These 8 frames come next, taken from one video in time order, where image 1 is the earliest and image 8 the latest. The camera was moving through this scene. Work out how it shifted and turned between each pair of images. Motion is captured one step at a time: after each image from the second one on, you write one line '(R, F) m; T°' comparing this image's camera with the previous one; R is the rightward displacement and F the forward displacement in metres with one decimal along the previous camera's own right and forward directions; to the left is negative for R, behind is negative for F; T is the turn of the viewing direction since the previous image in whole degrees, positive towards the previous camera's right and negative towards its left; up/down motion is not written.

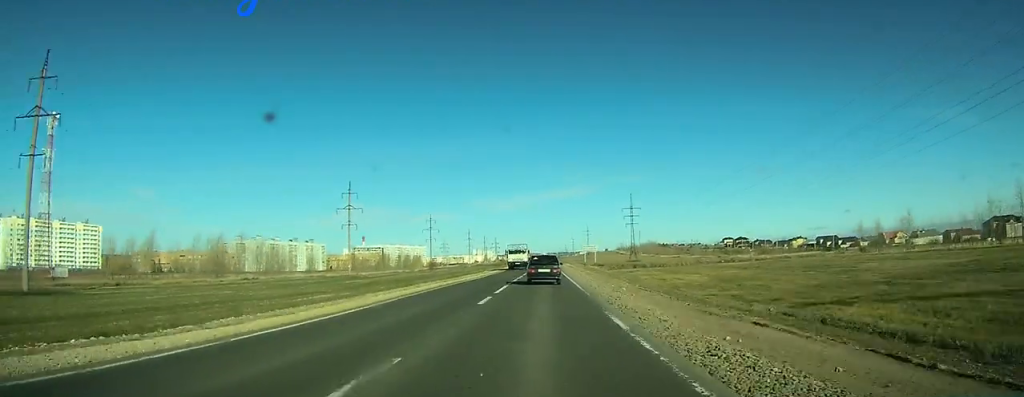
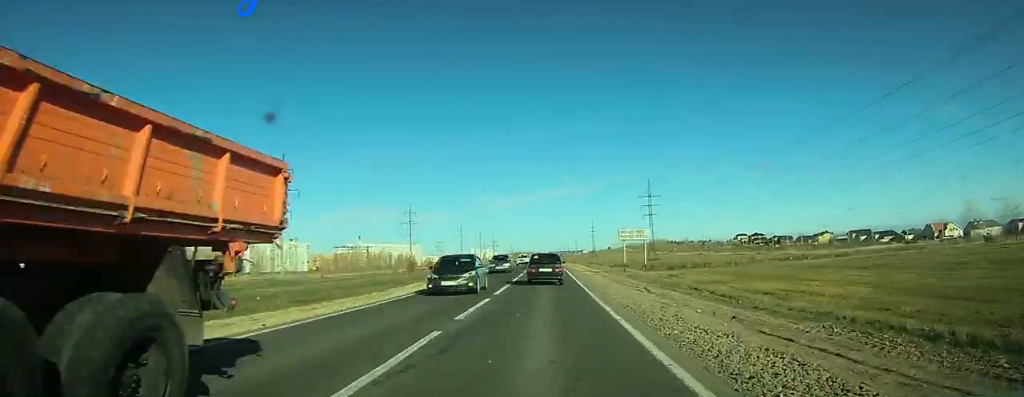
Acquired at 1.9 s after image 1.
(-0.2, +42.9) m; 0°
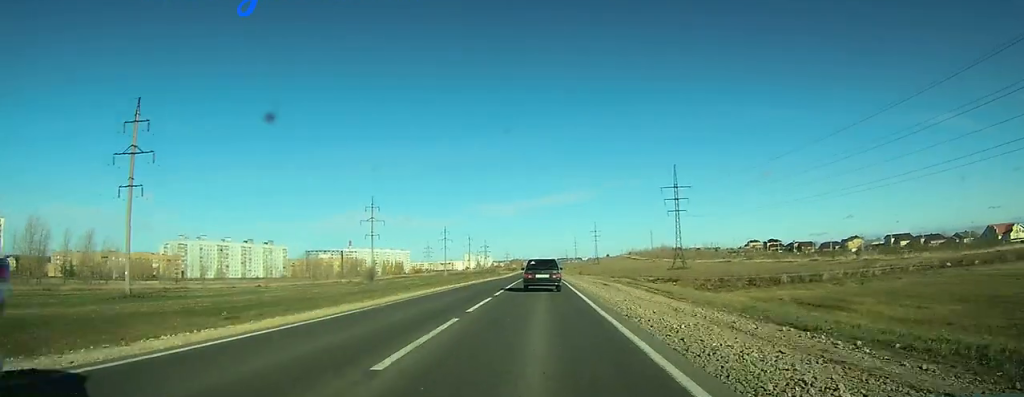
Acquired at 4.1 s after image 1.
(+0.2, +49.4) m; 0°
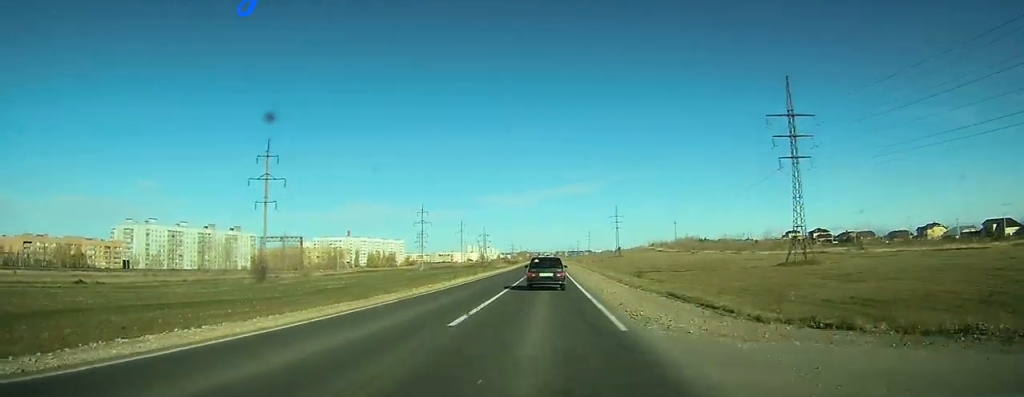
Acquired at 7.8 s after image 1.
(-0.3, +79.4) m; -1°
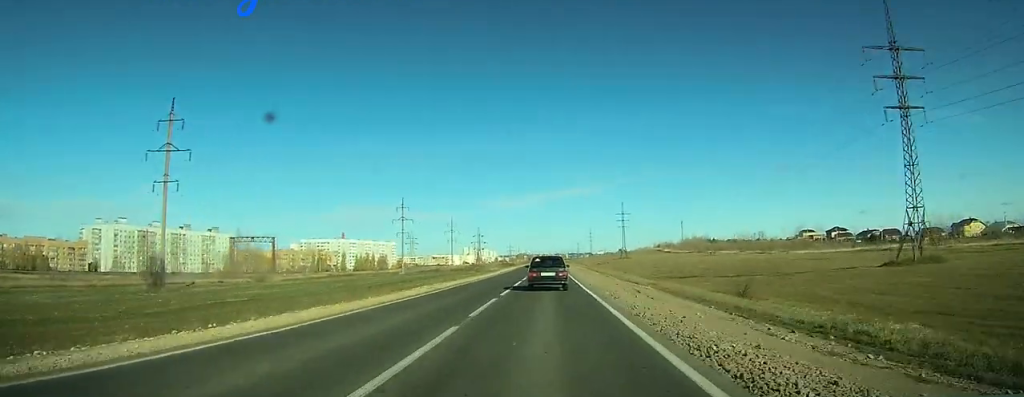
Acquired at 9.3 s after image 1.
(-0.2, +29.2) m; -1°
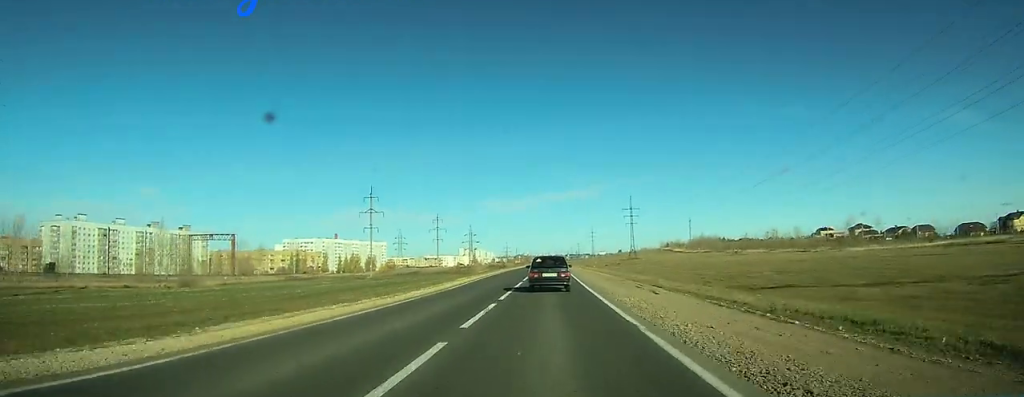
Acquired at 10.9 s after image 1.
(-0.2, +33.8) m; 0°
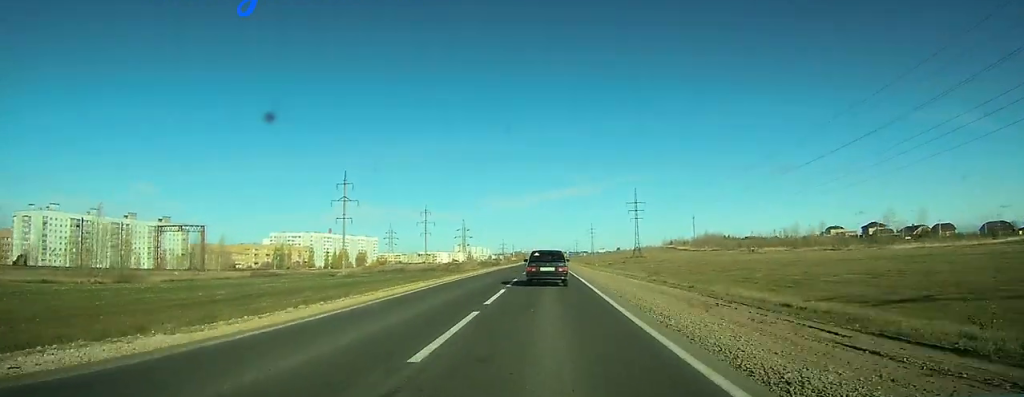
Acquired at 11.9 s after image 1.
(-0.1, +20.7) m; 0°
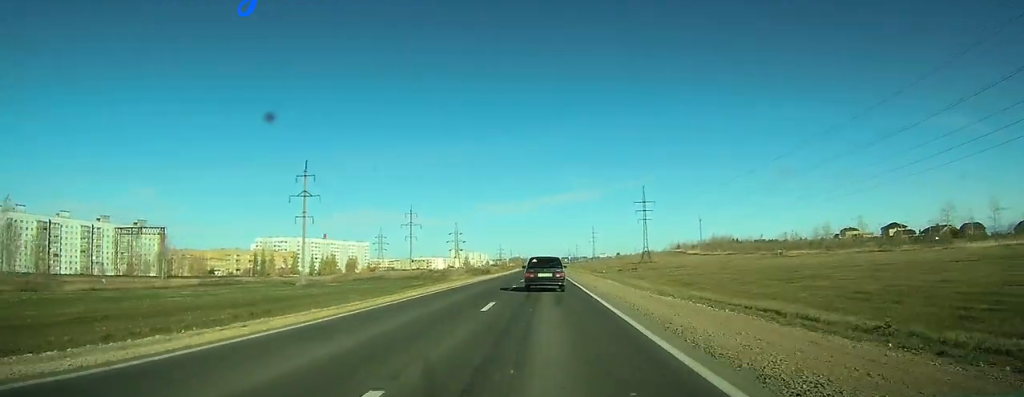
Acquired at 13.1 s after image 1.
(+0.1, +24.5) m; 0°
